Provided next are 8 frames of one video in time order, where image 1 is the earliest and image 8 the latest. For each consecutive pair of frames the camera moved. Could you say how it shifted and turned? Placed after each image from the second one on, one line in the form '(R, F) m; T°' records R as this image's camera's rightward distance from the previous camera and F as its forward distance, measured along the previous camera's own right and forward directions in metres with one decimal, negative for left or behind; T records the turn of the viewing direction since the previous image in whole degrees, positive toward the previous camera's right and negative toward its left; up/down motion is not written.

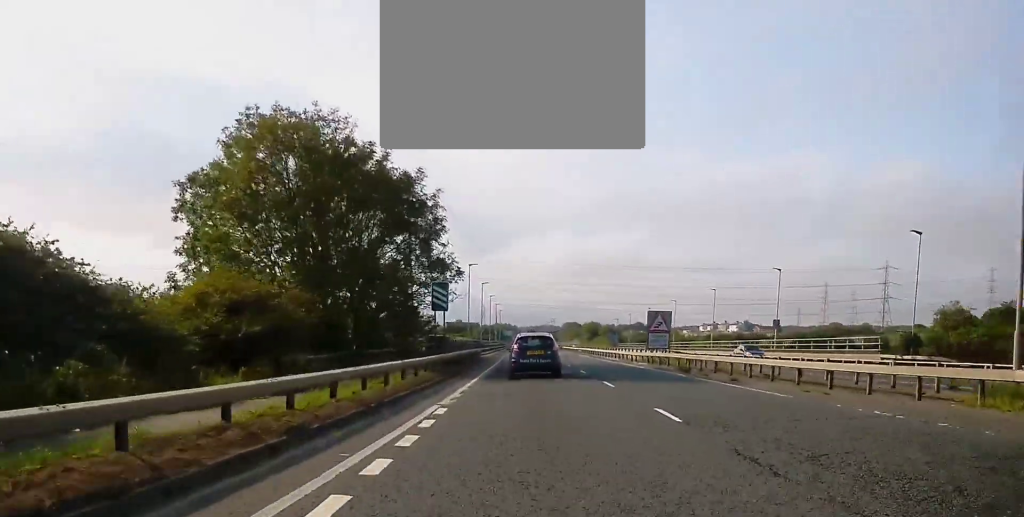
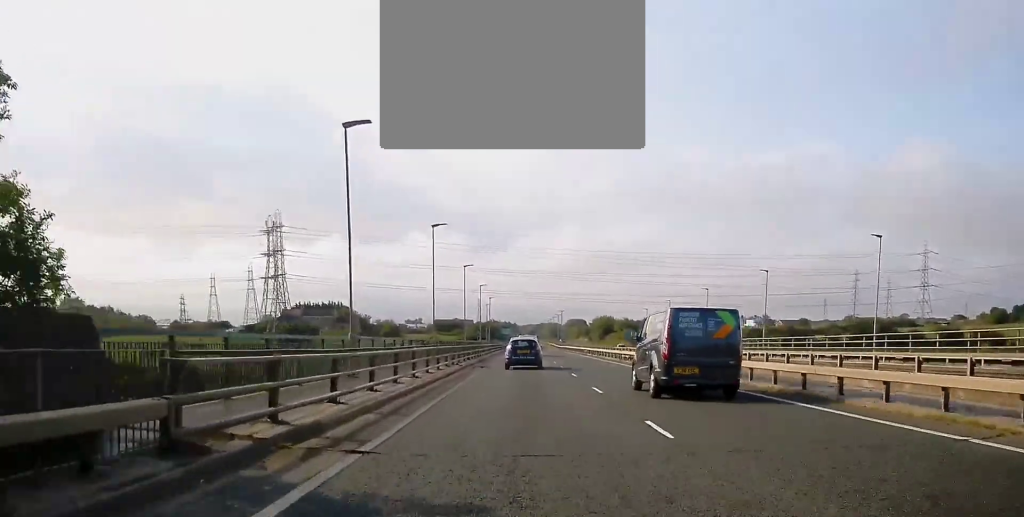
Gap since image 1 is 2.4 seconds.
(-0.7, +46.4) m; -1°
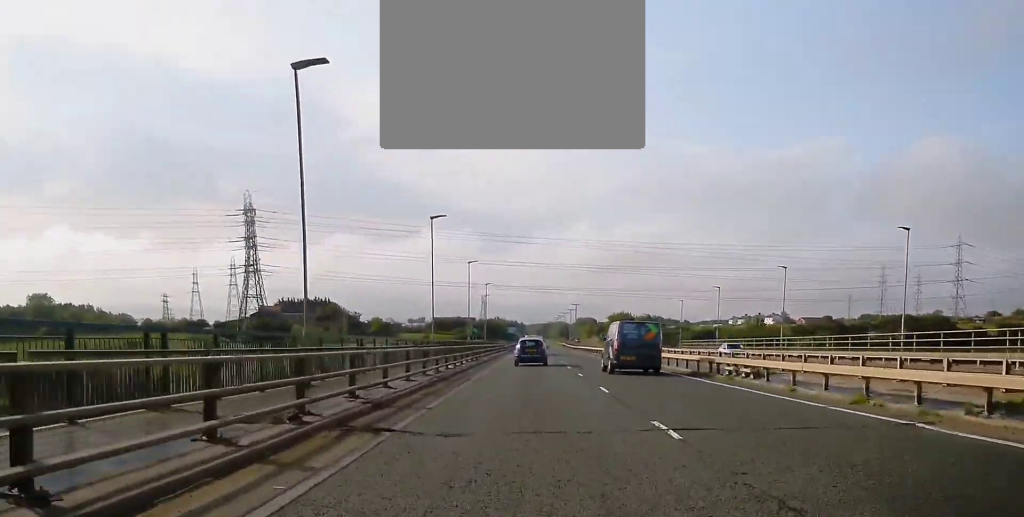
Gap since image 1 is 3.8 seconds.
(+0.1, +27.8) m; 0°
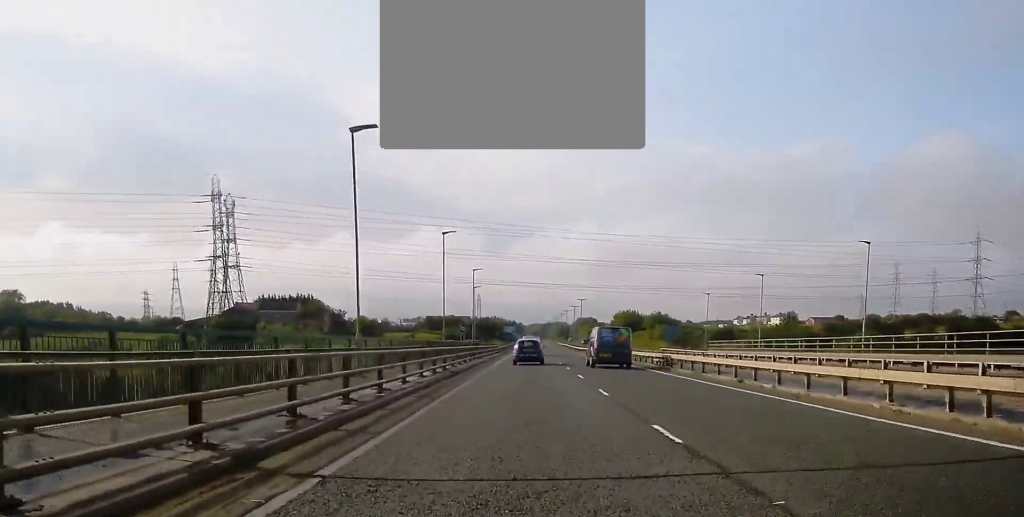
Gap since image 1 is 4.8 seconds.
(0.0, +18.4) m; -1°
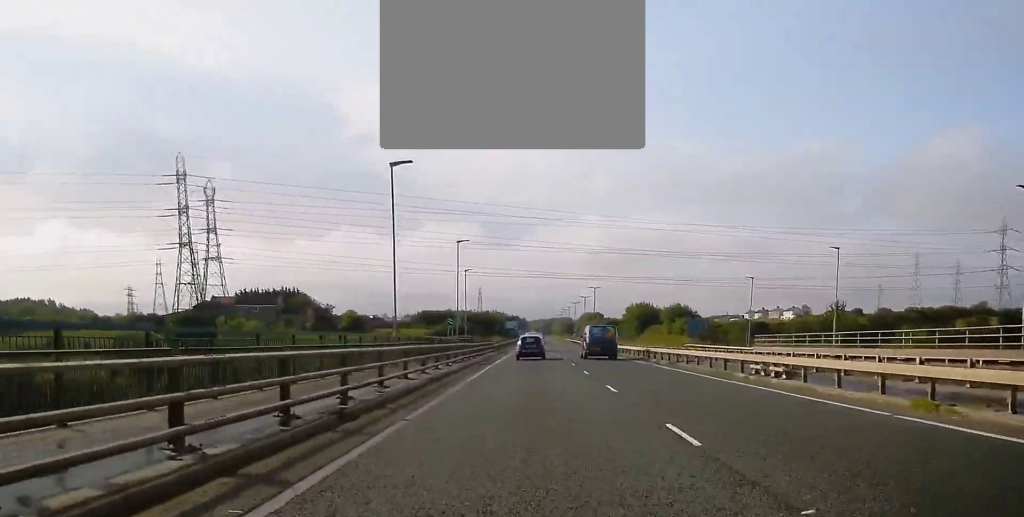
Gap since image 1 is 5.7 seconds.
(-0.1, +18.6) m; 0°
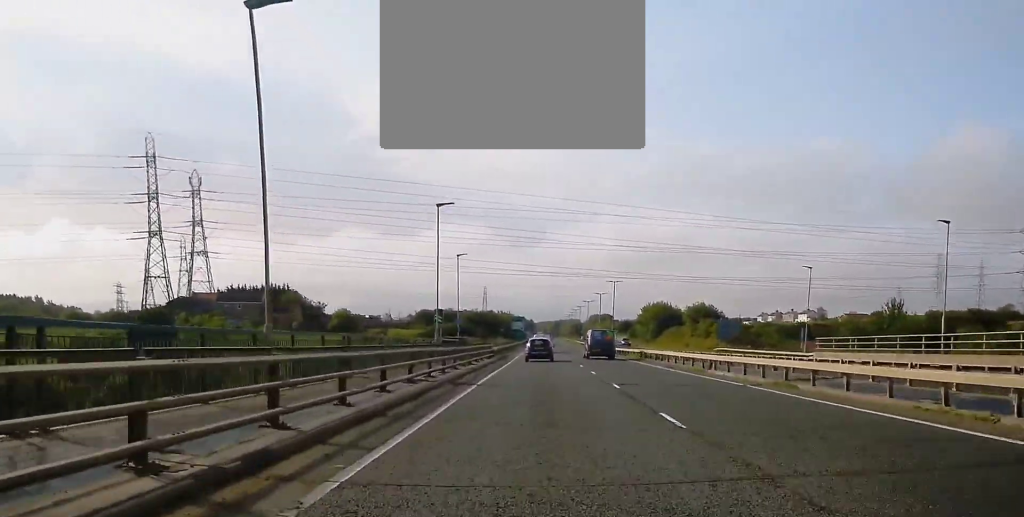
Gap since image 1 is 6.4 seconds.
(0.0, +15.5) m; 0°
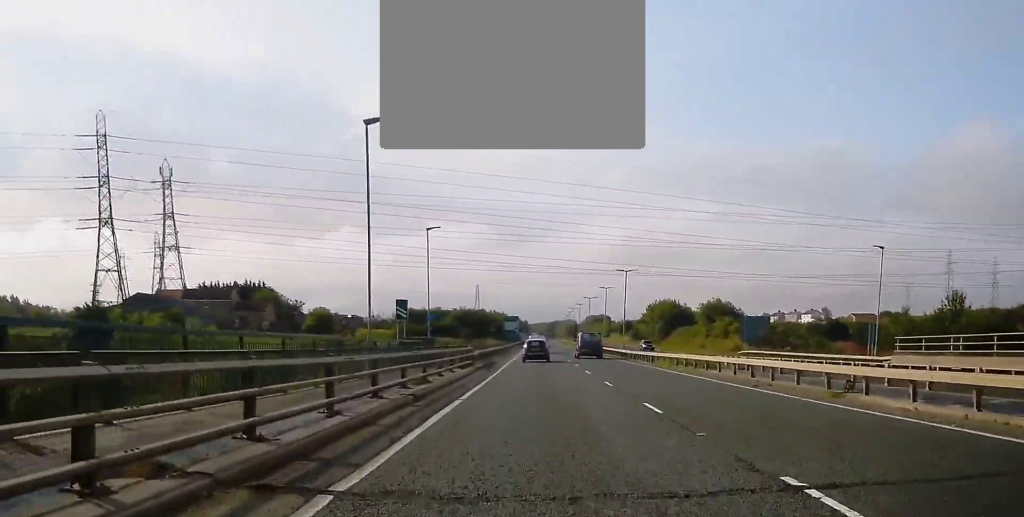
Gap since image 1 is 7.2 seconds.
(+0.3, +15.7) m; 0°
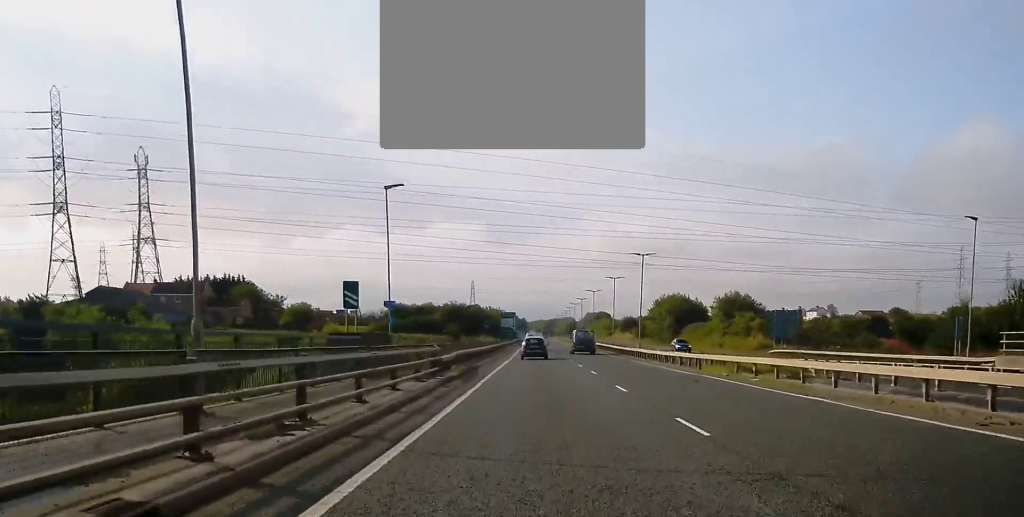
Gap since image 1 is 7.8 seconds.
(-0.2, +12.5) m; -1°
